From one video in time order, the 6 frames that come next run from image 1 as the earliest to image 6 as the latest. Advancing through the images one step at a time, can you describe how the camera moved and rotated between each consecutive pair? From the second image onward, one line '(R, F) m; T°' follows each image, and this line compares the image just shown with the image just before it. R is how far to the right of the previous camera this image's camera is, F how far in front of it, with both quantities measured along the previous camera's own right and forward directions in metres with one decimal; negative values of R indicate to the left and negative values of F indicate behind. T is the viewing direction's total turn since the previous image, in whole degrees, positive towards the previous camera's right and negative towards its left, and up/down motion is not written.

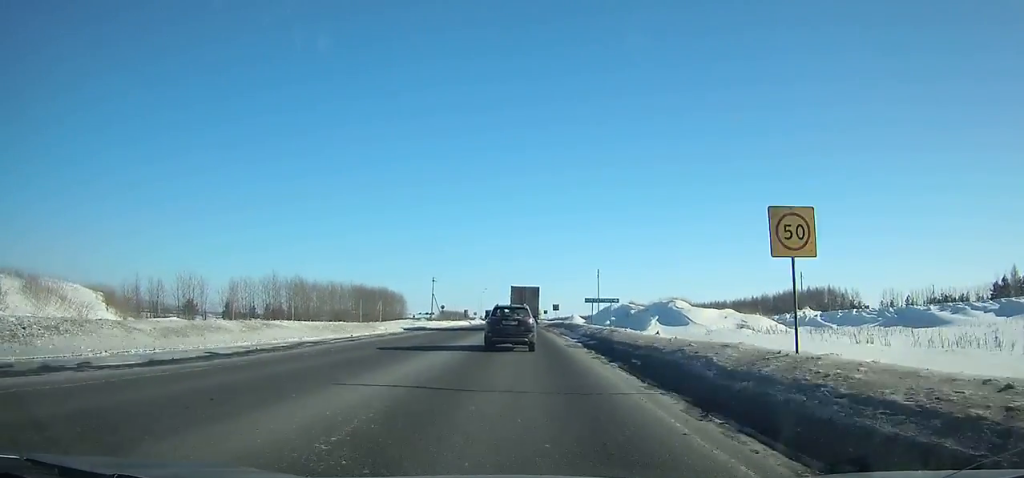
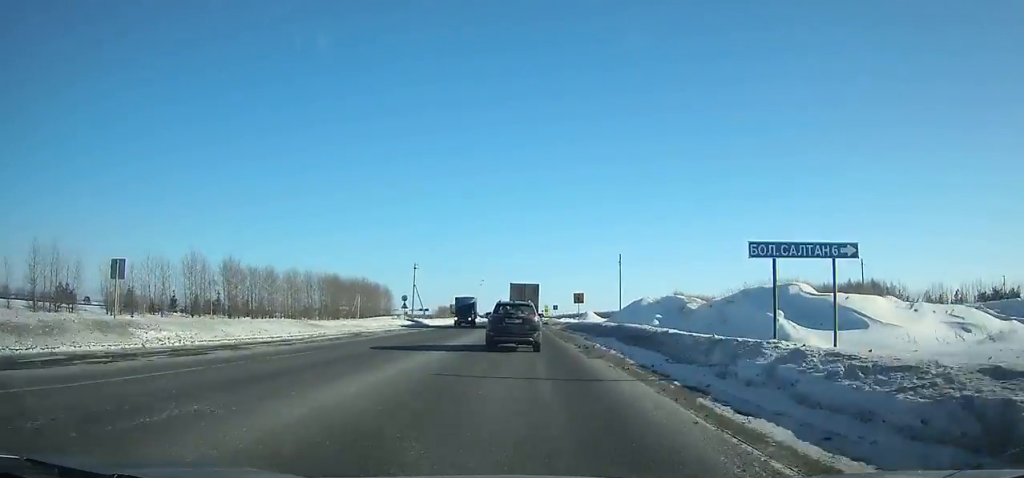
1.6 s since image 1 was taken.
(0.0, +30.2) m; -1°
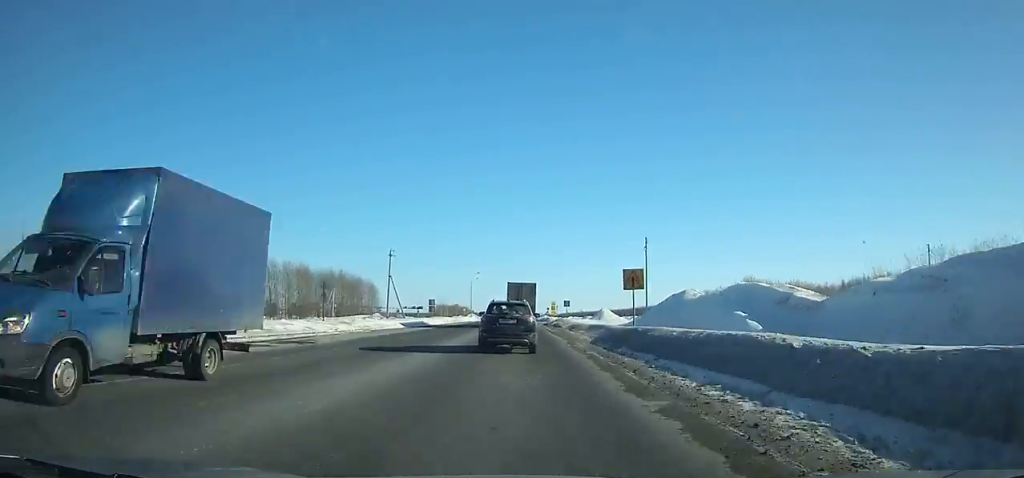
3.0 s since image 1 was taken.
(-0.1, +26.1) m; 0°
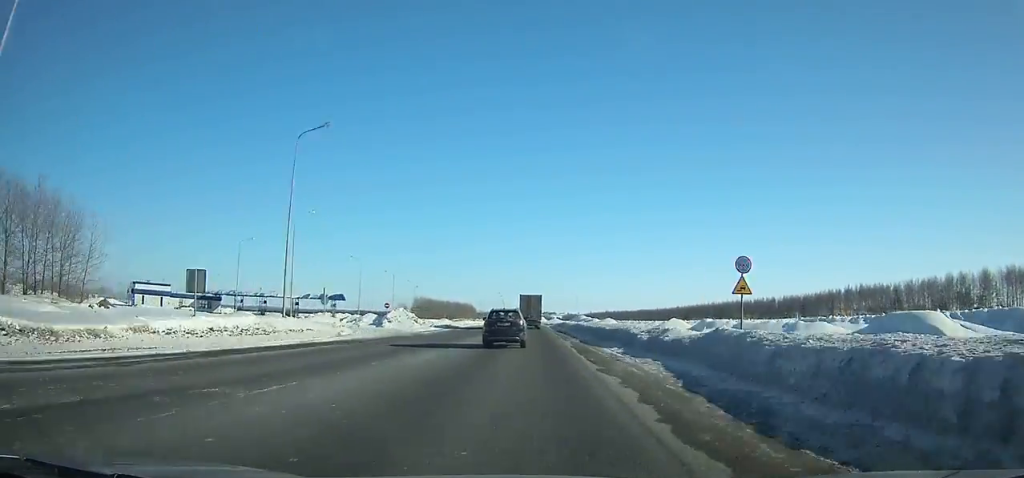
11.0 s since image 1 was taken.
(-2.4, +146.8) m; -2°
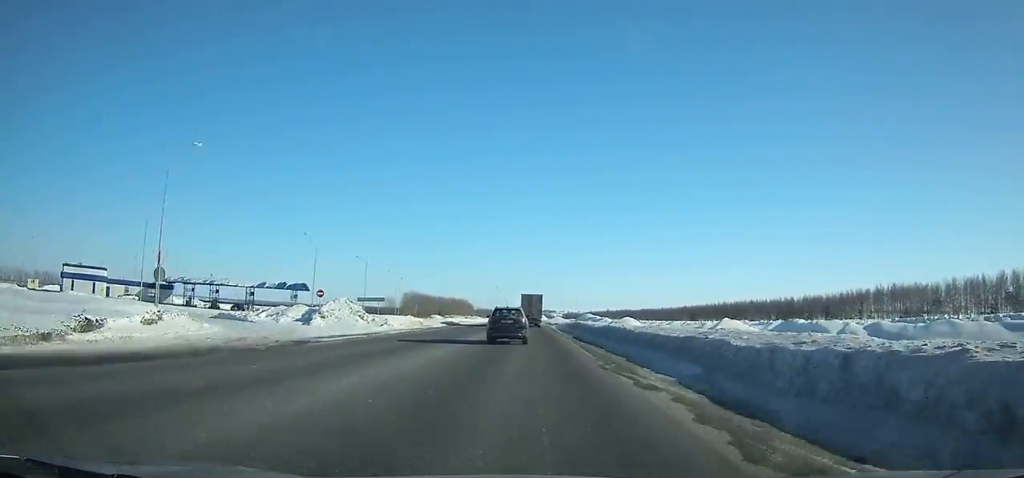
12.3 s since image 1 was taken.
(-0.1, +24.1) m; 0°
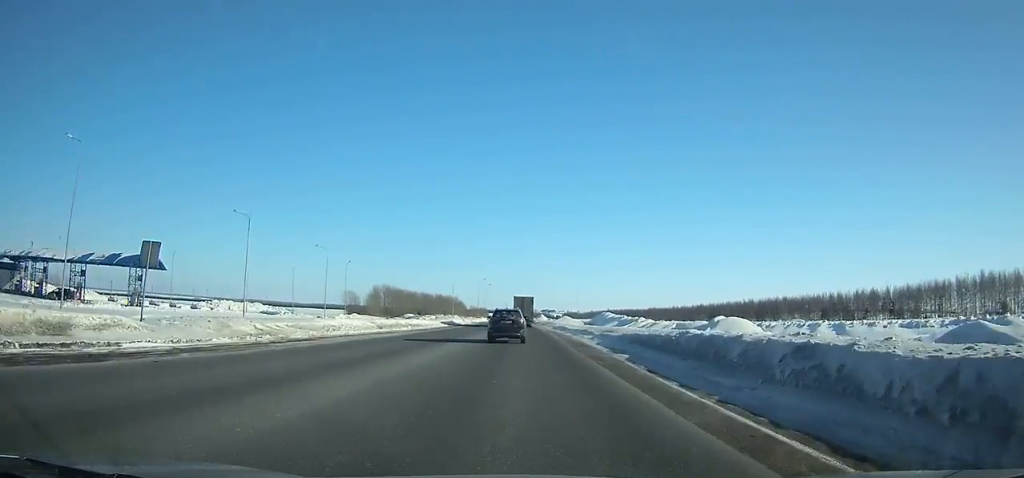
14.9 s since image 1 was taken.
(-0.2, +48.3) m; 0°
